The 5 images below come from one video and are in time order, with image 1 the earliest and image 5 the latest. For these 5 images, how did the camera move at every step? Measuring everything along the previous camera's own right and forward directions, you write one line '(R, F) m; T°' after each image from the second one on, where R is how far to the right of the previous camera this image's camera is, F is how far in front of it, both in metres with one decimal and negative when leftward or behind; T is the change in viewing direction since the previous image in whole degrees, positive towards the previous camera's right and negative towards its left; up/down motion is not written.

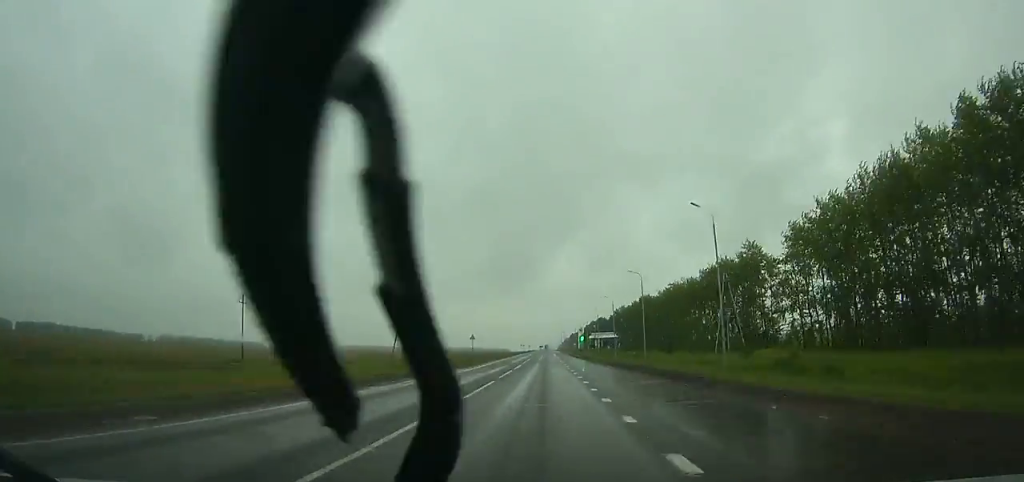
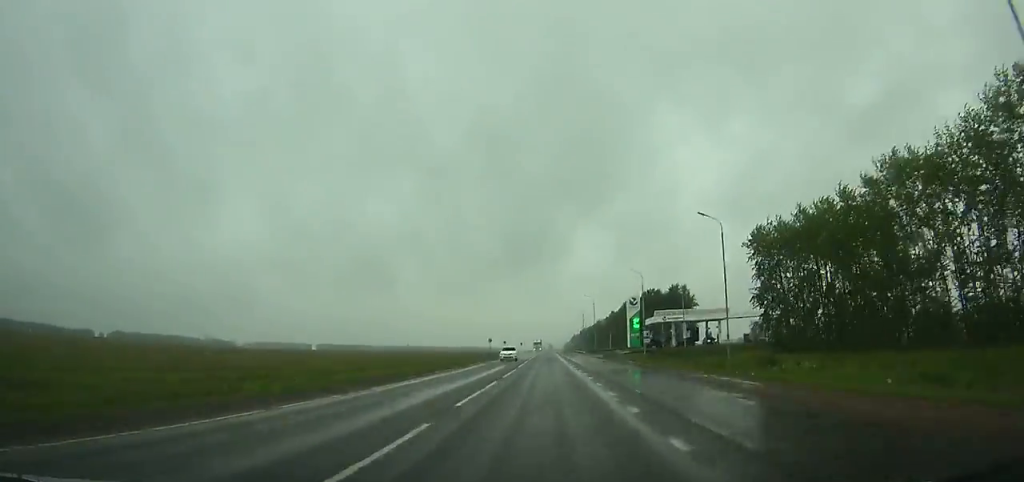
(+0.1, +150.6) m; 0°
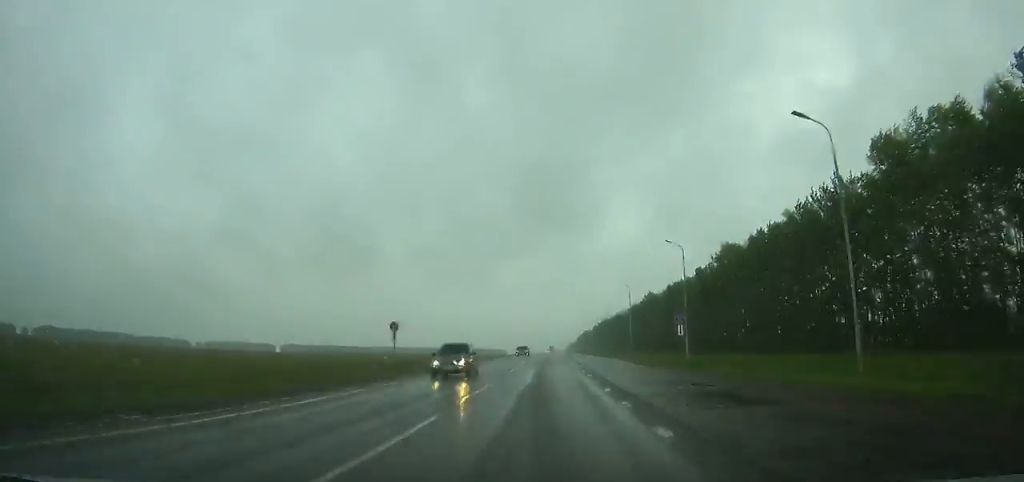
(-0.4, +178.3) m; 0°
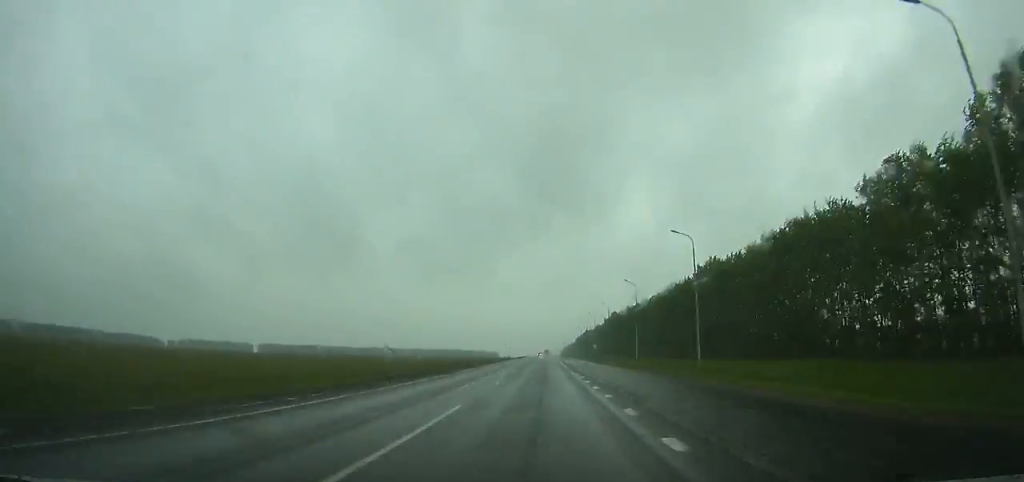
(+0.2, +68.3) m; 0°
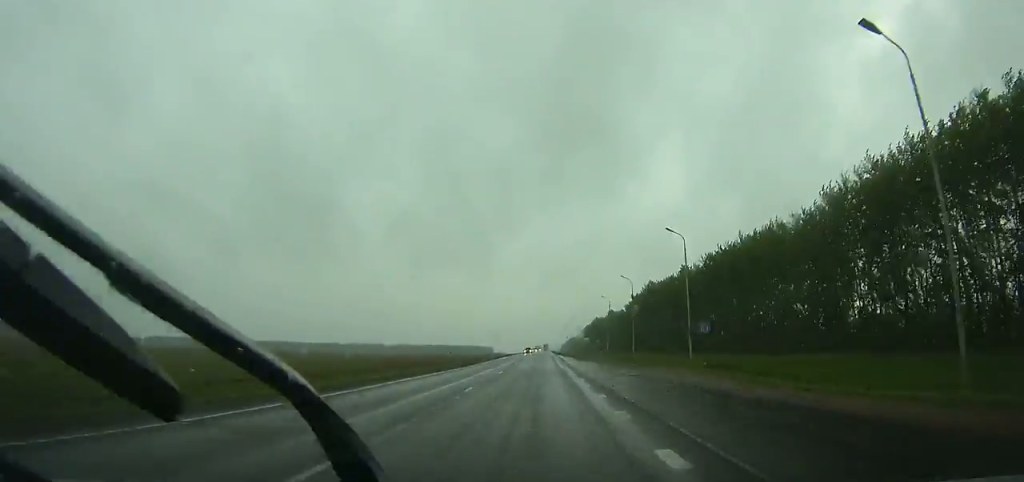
(+0.1, +88.4) m; 0°
